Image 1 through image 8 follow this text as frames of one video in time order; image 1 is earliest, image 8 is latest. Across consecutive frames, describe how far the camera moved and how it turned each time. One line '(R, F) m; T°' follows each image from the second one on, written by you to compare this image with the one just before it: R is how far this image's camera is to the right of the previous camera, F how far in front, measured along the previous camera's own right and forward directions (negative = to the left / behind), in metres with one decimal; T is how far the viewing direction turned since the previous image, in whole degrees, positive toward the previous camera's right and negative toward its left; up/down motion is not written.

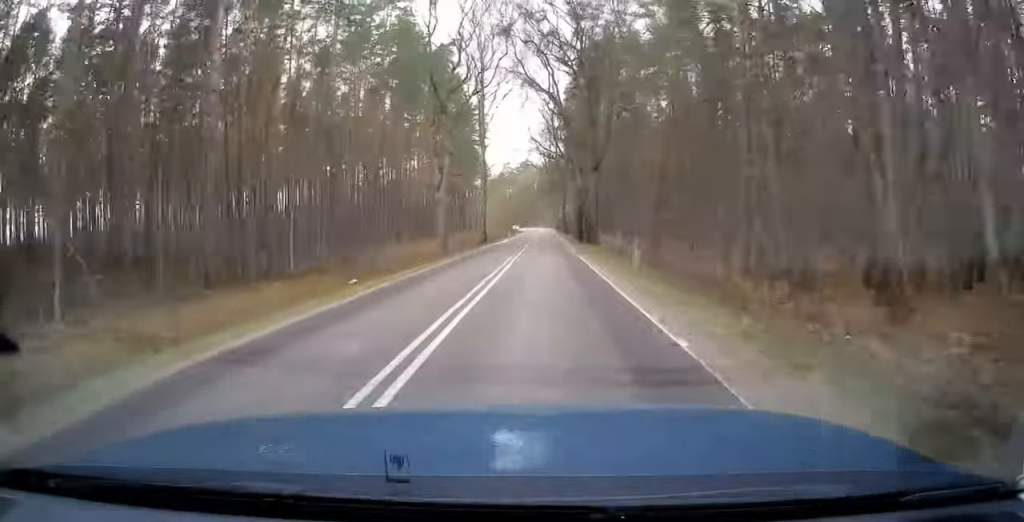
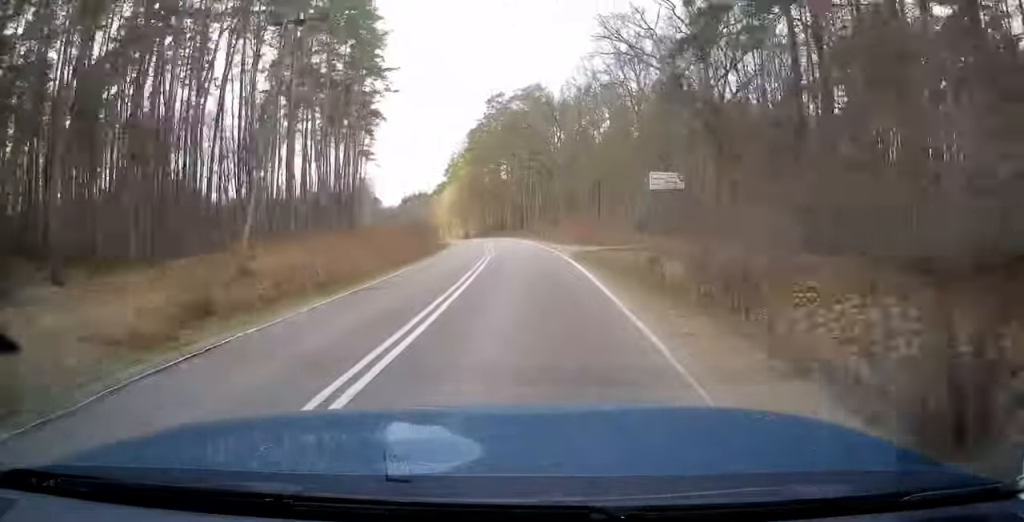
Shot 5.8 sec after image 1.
(-1.9, +148.0) m; -5°
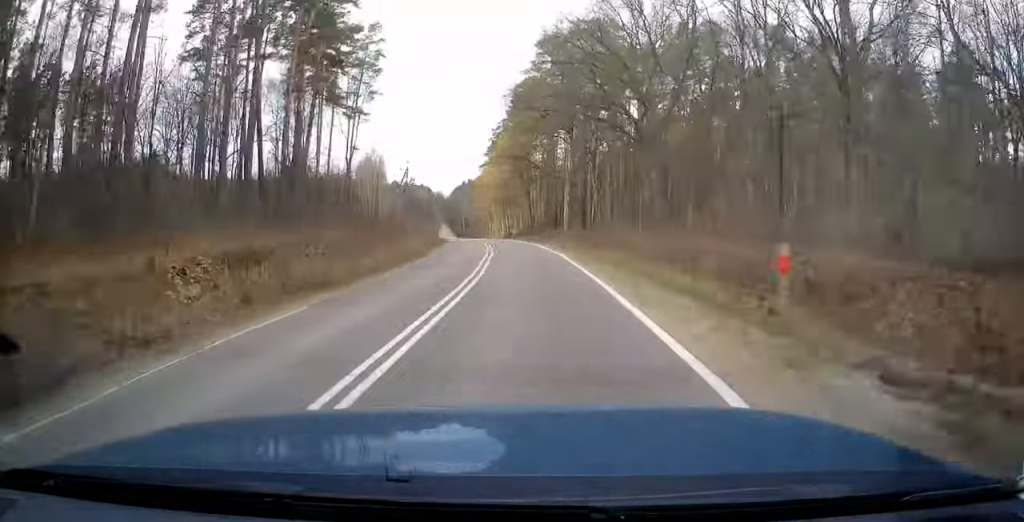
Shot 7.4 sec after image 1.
(-2.1, +39.5) m; -4°
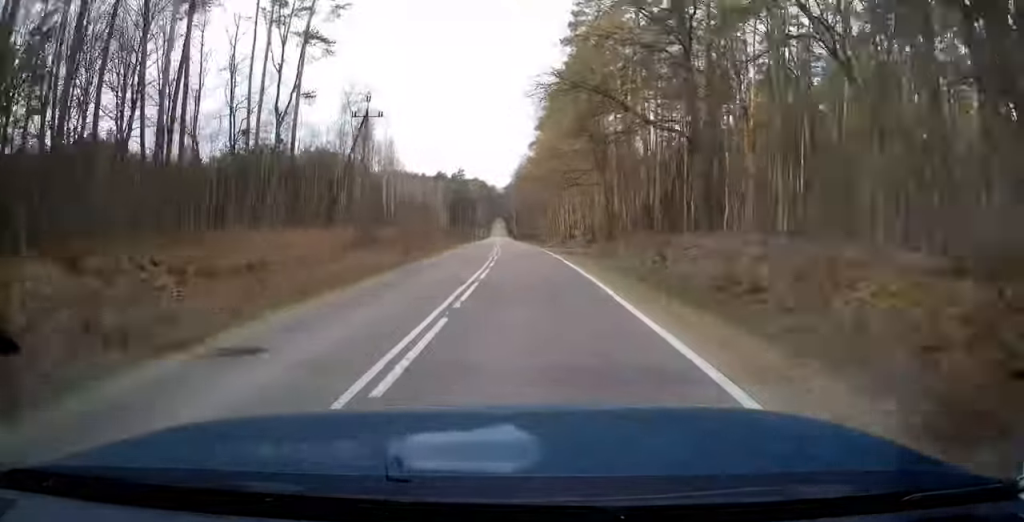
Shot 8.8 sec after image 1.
(-0.8, +37.3) m; -4°
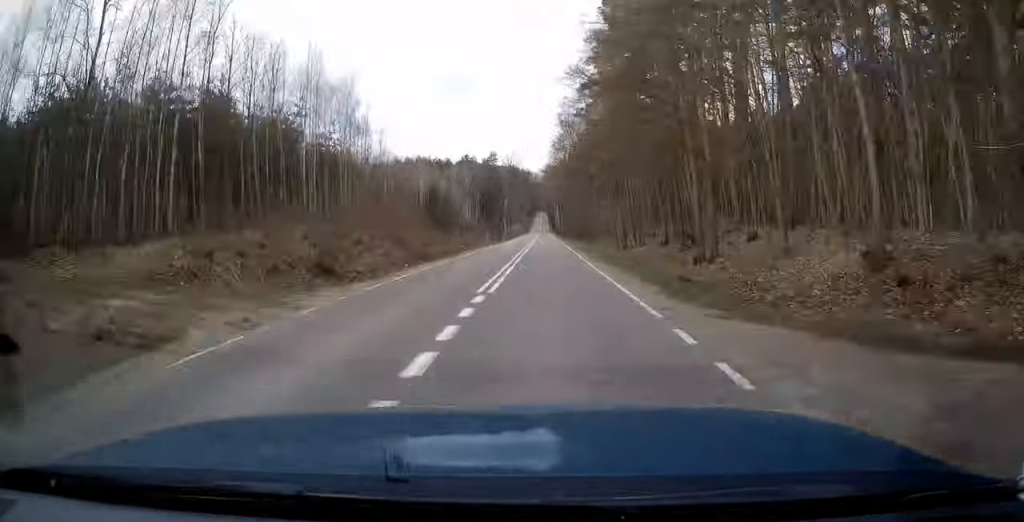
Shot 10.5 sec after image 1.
(-1.9, +41.5) m; -3°
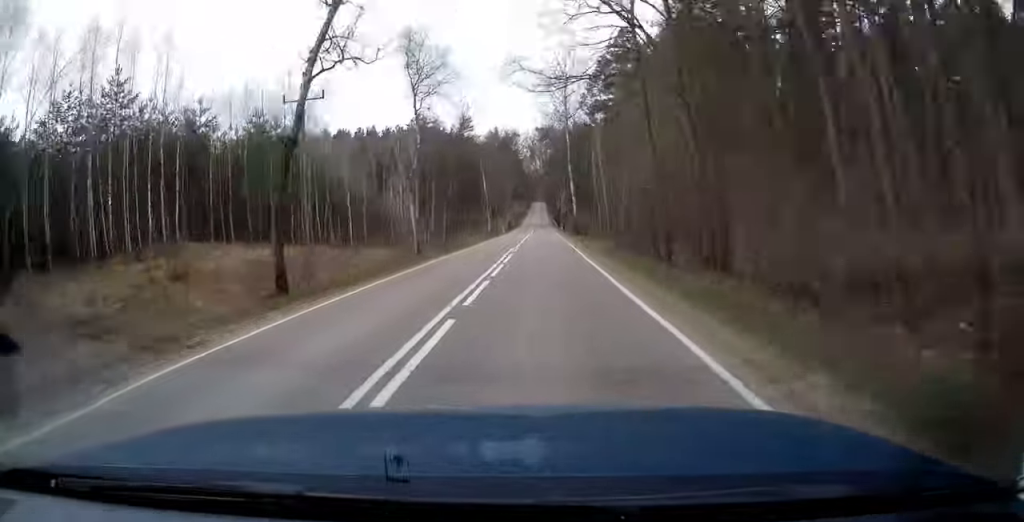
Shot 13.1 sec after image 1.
(-1.8, +67.8) m; -3°
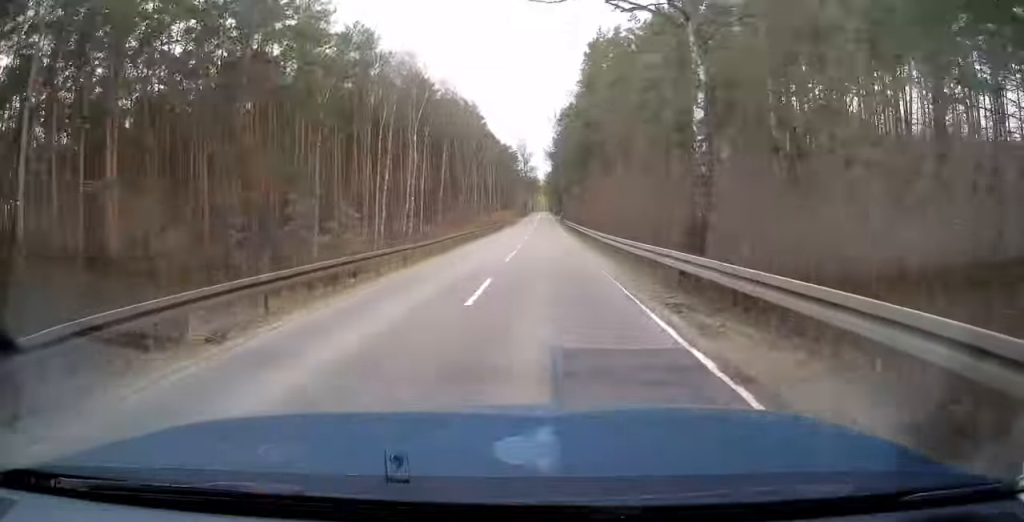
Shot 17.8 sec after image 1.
(-1.6, +119.8) m; -1°
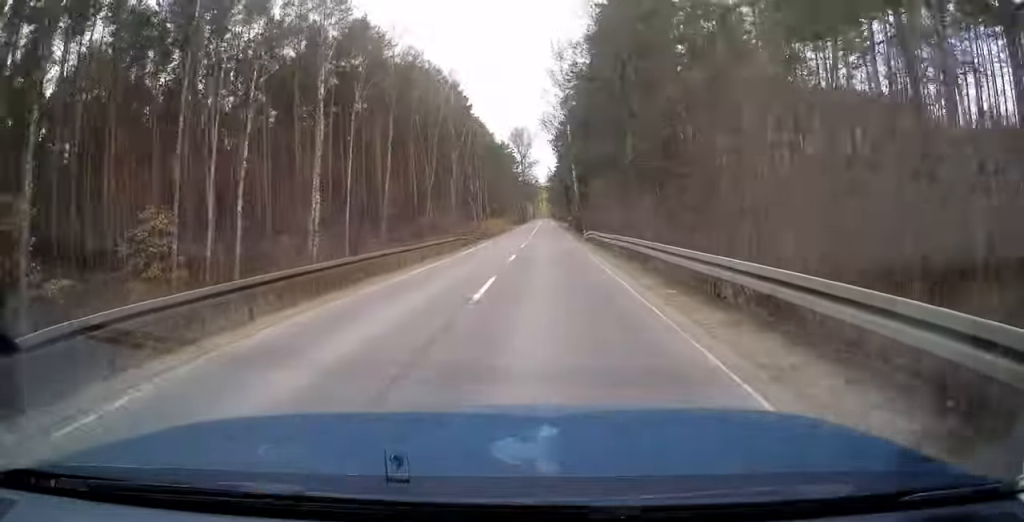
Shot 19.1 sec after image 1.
(0.0, +32.5) m; 0°
